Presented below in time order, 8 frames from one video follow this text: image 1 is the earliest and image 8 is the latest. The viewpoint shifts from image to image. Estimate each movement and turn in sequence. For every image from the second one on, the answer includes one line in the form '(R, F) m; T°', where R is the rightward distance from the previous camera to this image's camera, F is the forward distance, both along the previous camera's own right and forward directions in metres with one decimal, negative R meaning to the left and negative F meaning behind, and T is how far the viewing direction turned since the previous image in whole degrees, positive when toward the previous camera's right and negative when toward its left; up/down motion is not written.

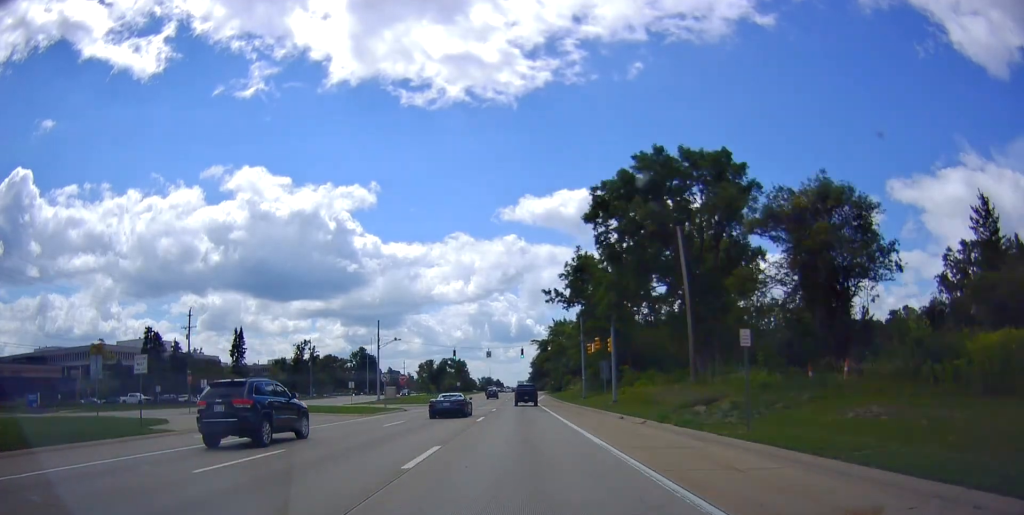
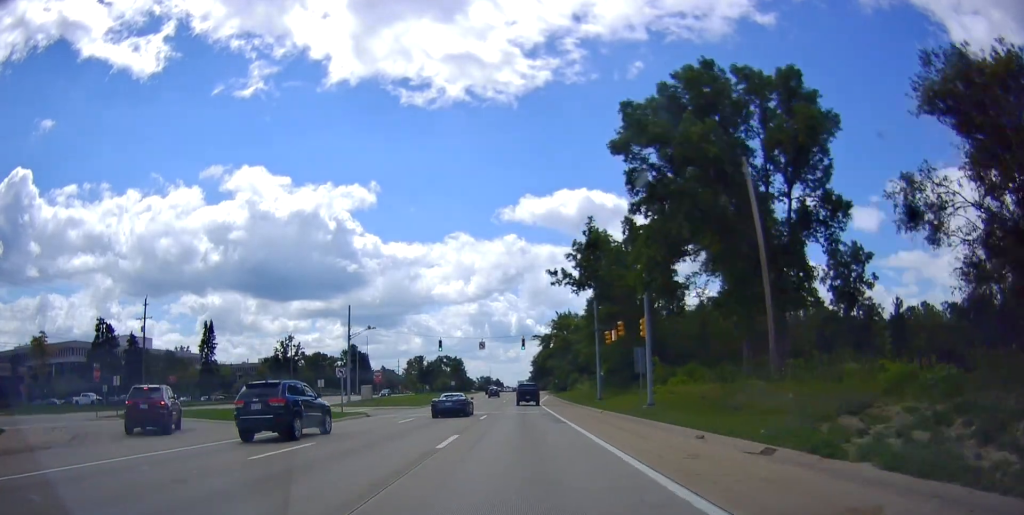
(-0.2, +12.5) m; -1°
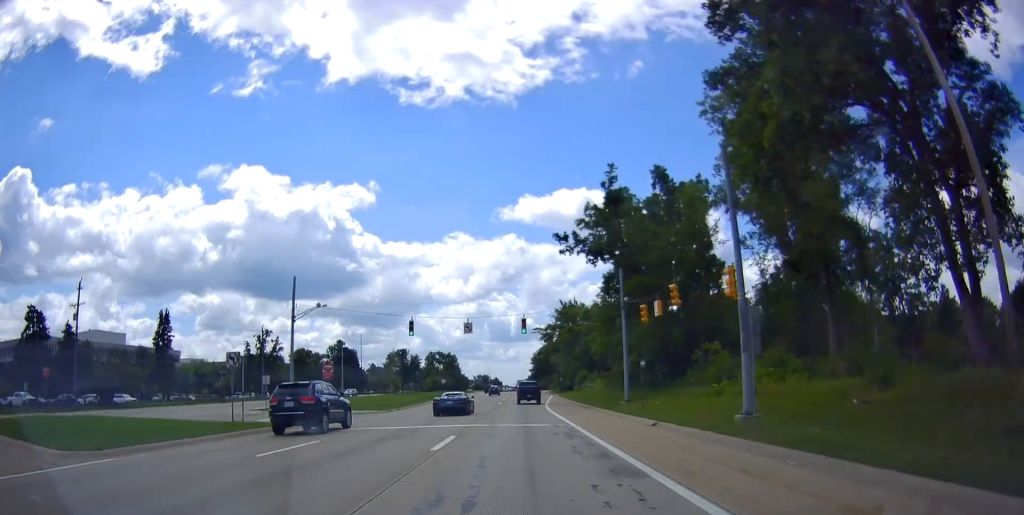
(-0.4, +14.8) m; -1°
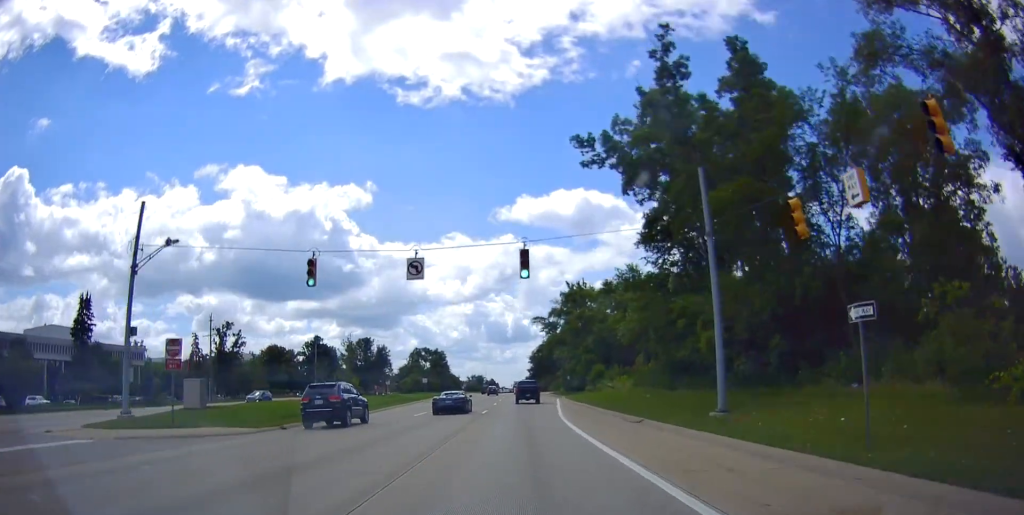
(0.0, +20.2) m; +2°
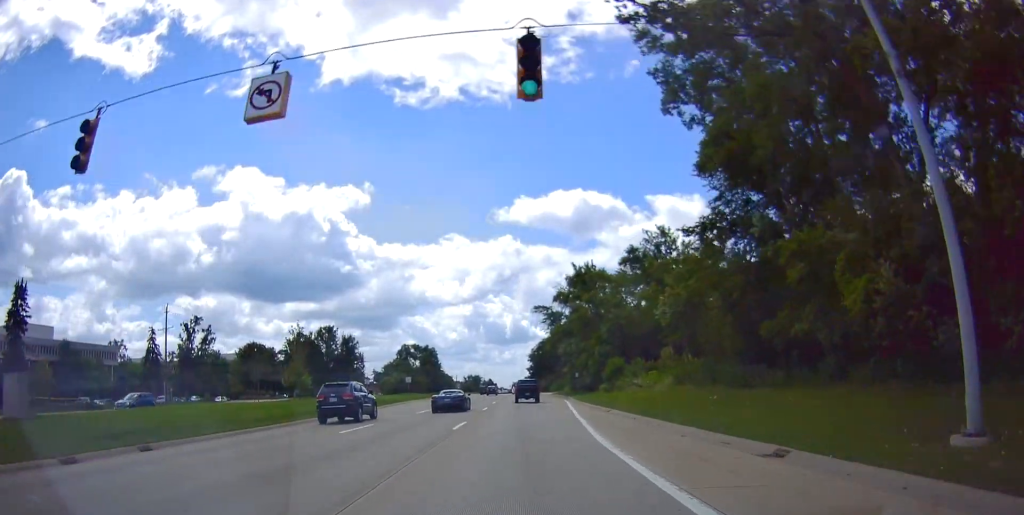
(+0.4, +13.5) m; +1°
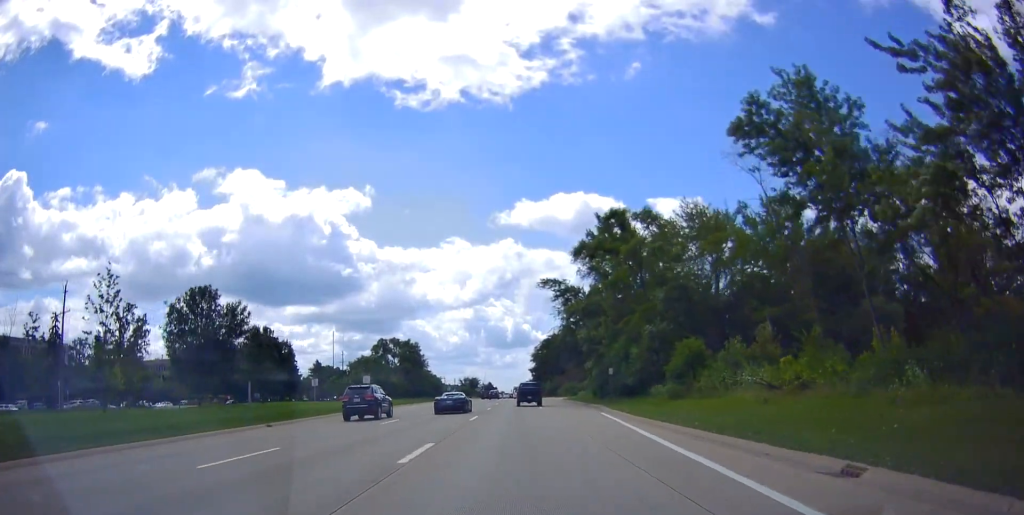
(+0.2, +24.0) m; -1°
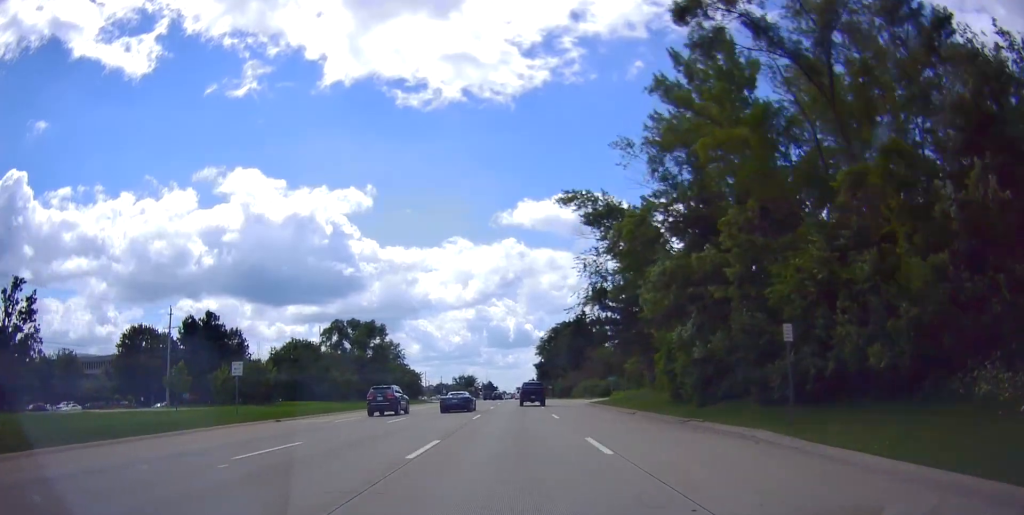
(-0.6, +29.3) m; 0°
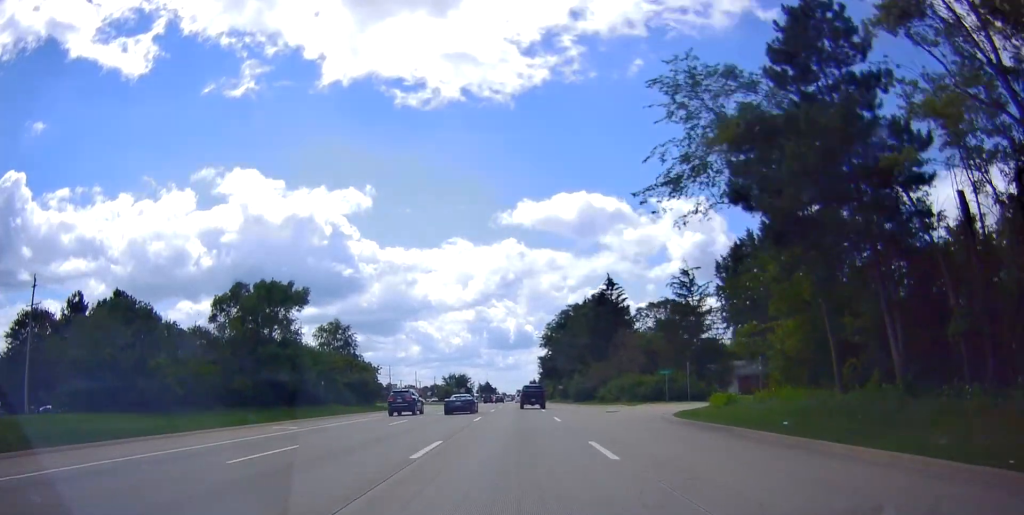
(+0.8, +30.8) m; +1°
